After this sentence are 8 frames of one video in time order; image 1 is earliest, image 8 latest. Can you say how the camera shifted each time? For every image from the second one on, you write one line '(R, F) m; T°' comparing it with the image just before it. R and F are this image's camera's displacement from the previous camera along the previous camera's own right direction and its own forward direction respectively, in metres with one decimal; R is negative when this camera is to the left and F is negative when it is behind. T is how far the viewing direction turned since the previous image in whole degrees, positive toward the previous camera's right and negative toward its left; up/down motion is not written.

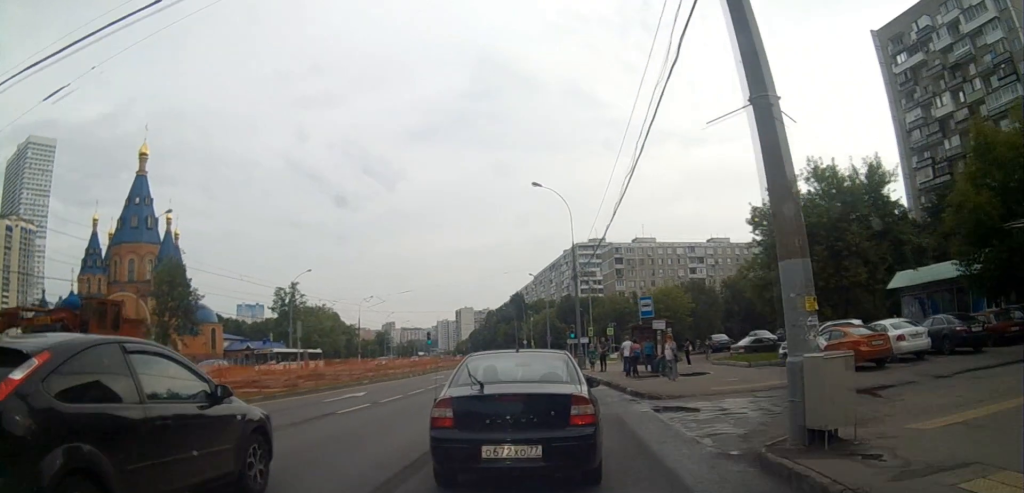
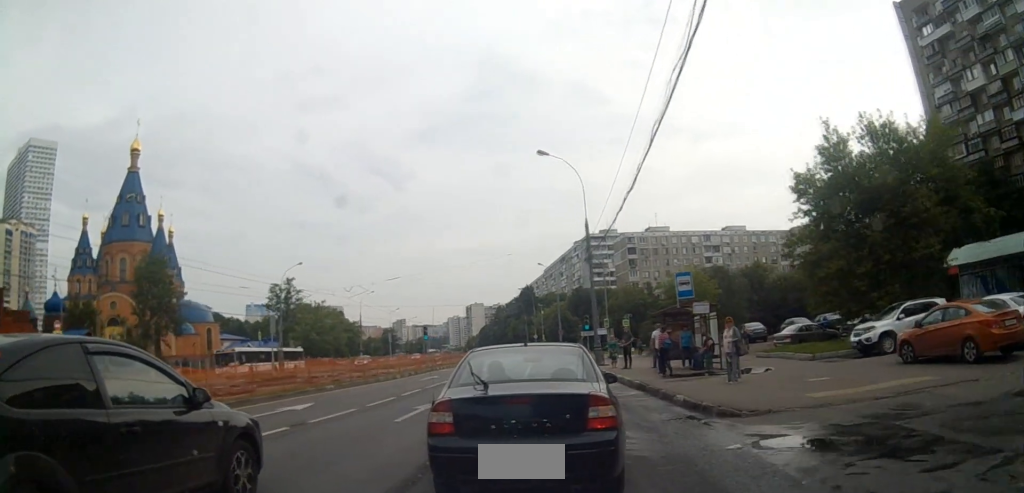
(-0.2, +6.5) m; -2°
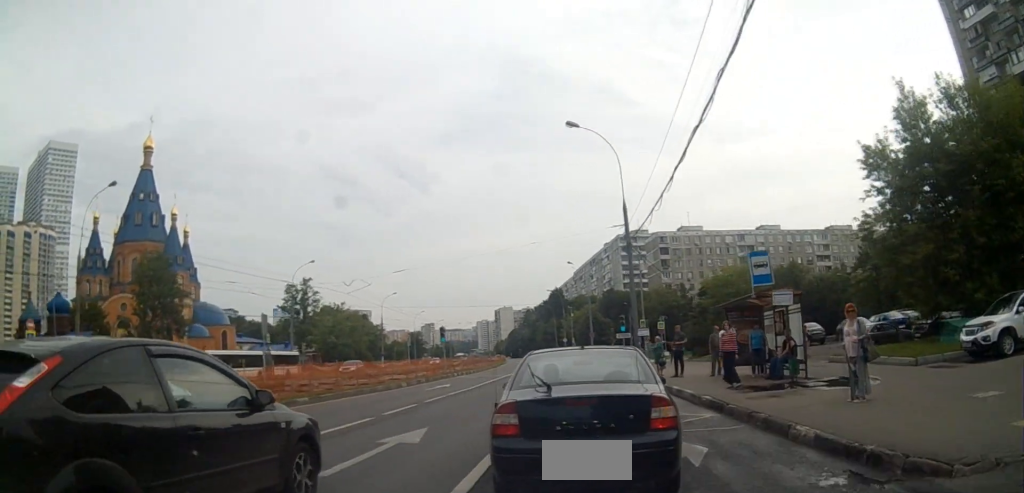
(-0.1, +6.0) m; -1°
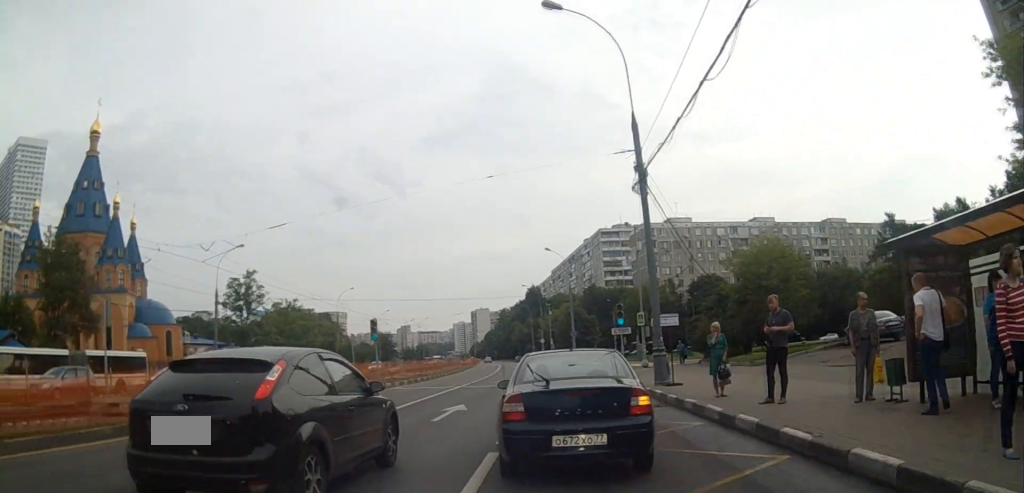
(+0.2, +13.8) m; +2°
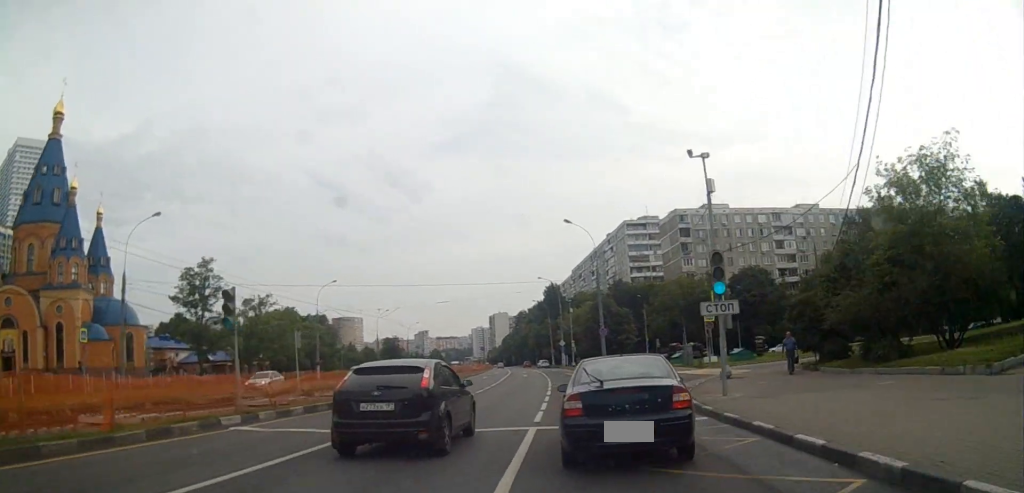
(+0.1, +20.1) m; +1°
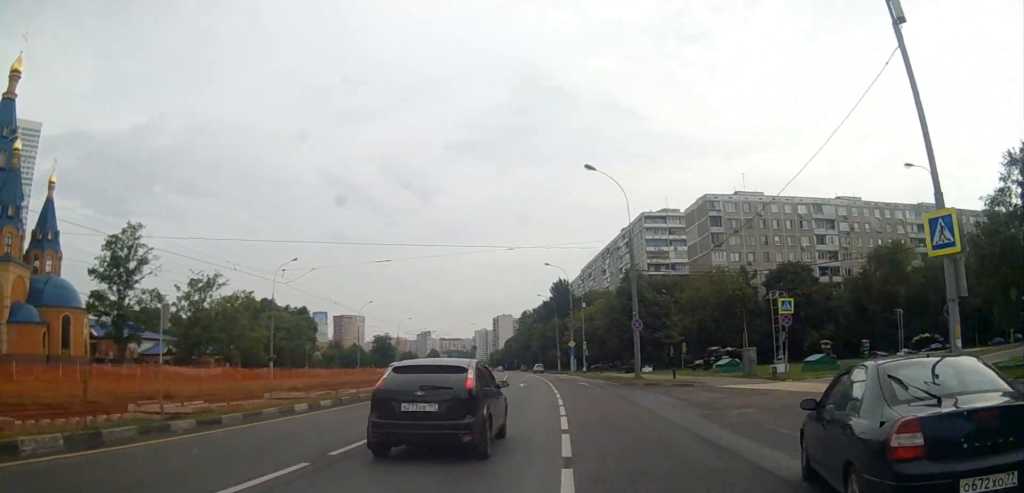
(0.0, +15.7) m; 0°
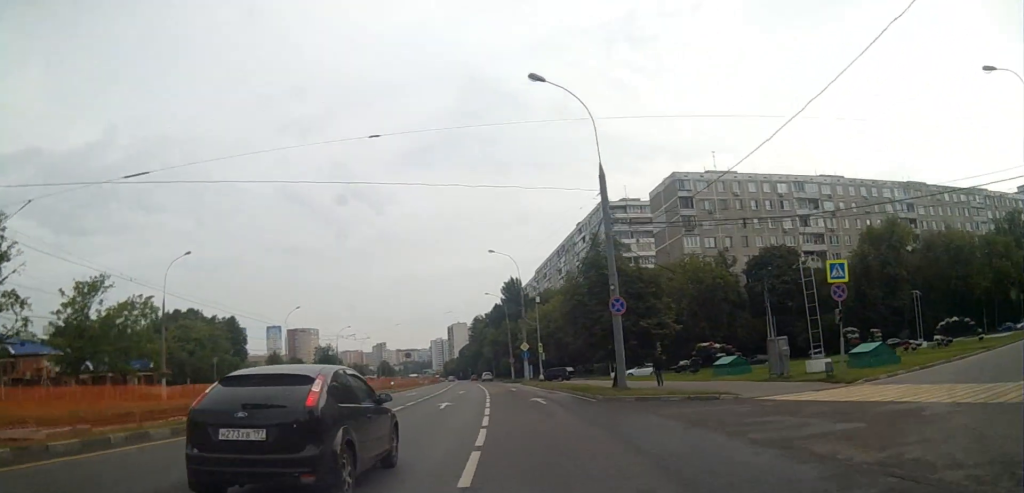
(0.0, +11.9) m; 0°
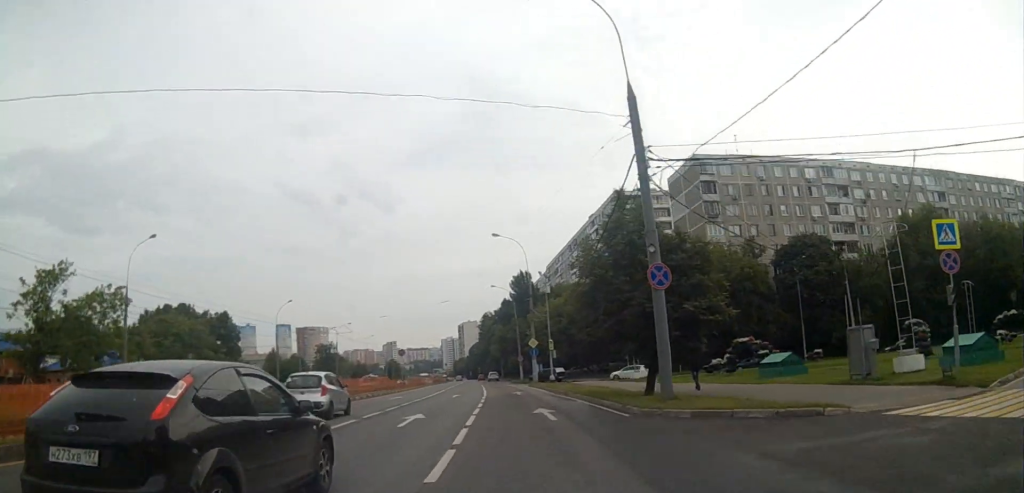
(0.0, +6.6) m; 0°
